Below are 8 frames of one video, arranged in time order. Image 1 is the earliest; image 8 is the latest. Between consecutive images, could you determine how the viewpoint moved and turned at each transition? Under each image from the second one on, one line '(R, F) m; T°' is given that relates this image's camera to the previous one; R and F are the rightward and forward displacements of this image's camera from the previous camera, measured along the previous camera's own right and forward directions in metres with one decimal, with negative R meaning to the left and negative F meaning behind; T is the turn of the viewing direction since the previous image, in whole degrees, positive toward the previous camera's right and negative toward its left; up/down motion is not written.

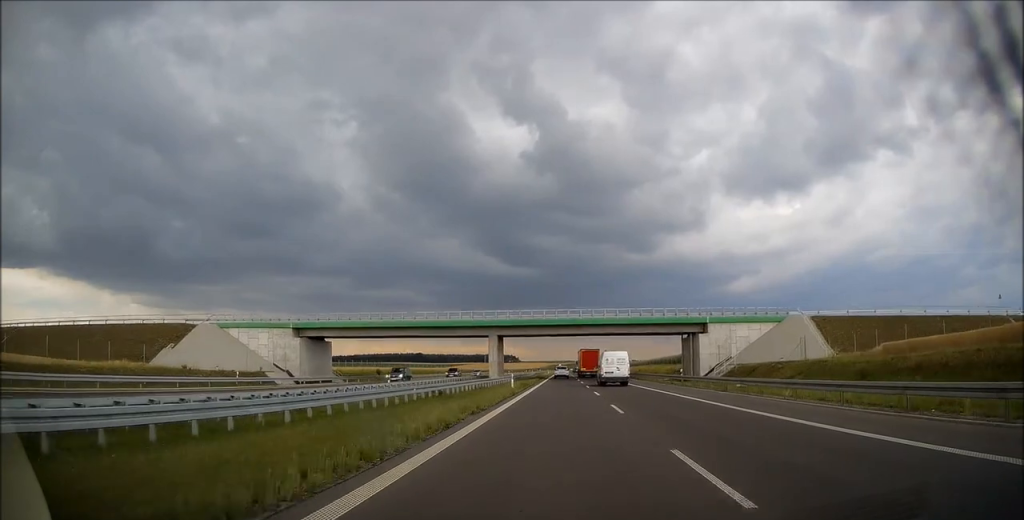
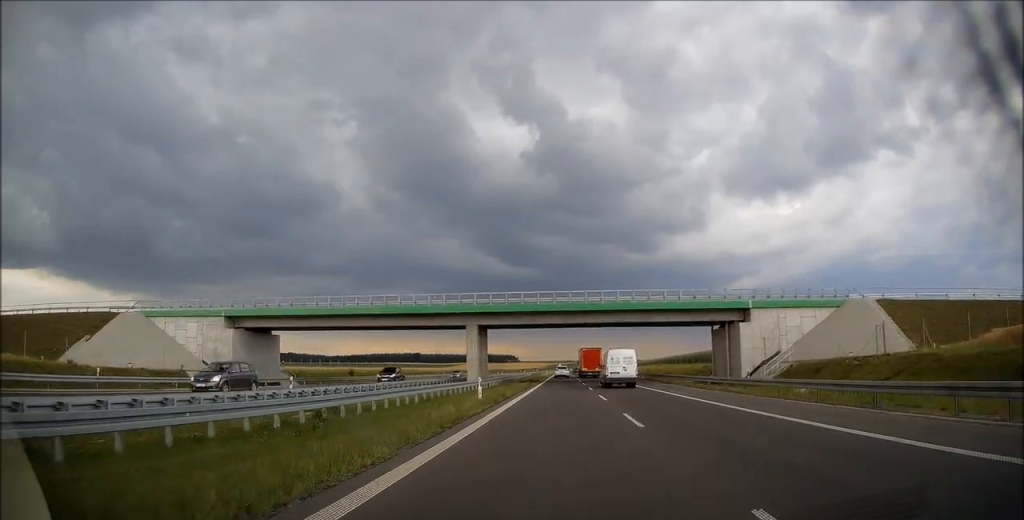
(0.0, +16.2) m; 0°
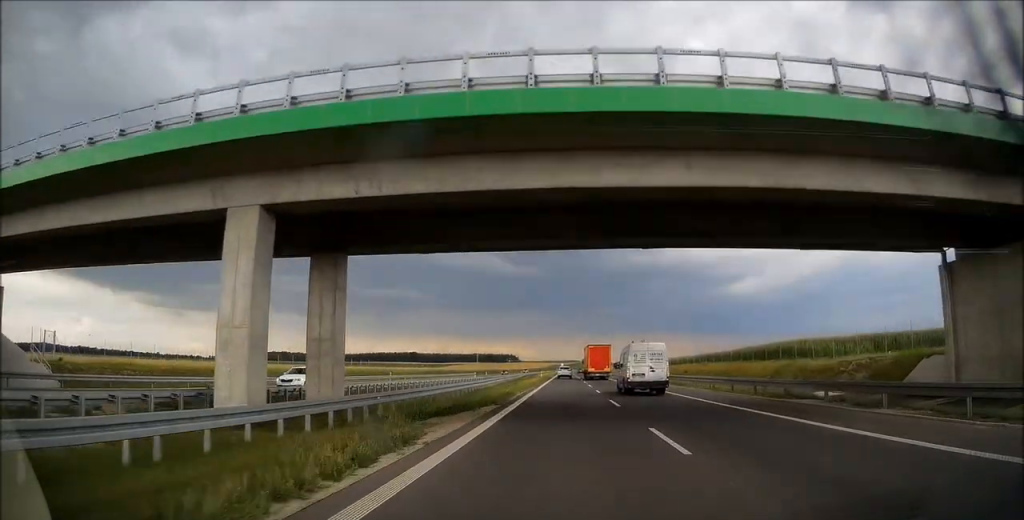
(0.0, +40.5) m; 0°
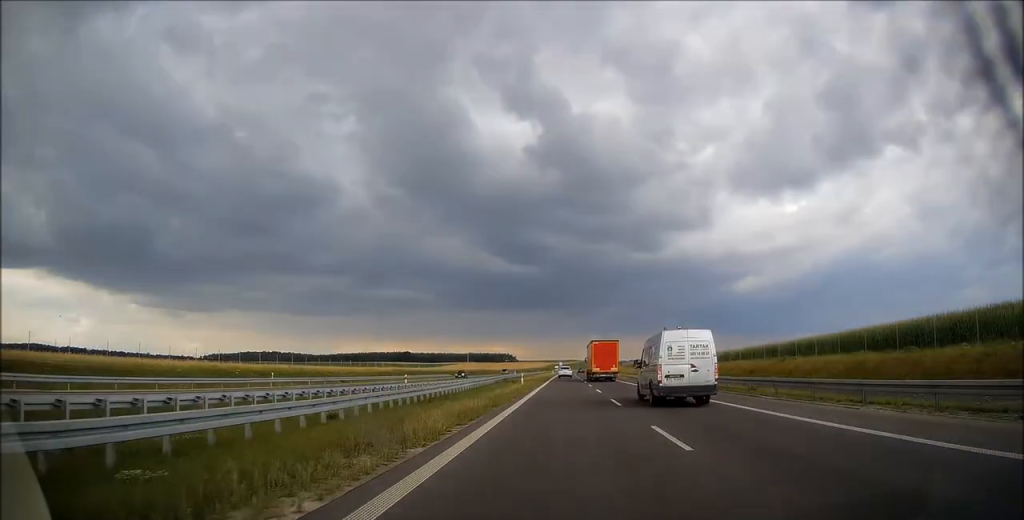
(+0.1, +35.9) m; 0°
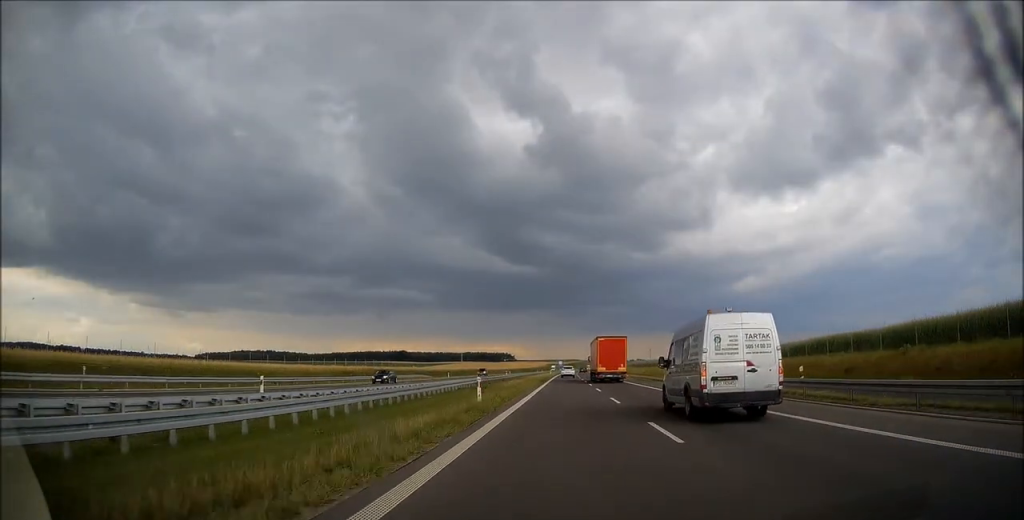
(+0.2, +23.2) m; 0°
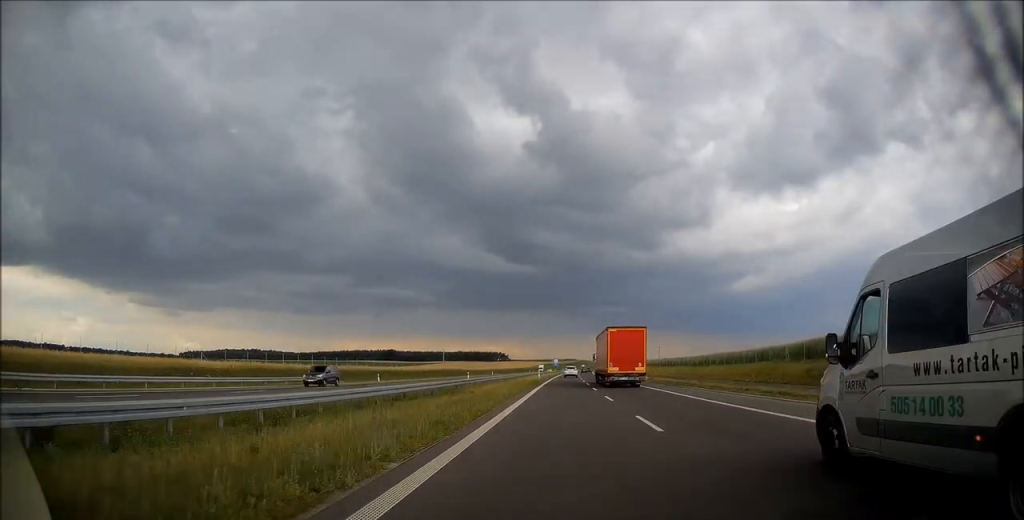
(-0.3, +46.2) m; 0°
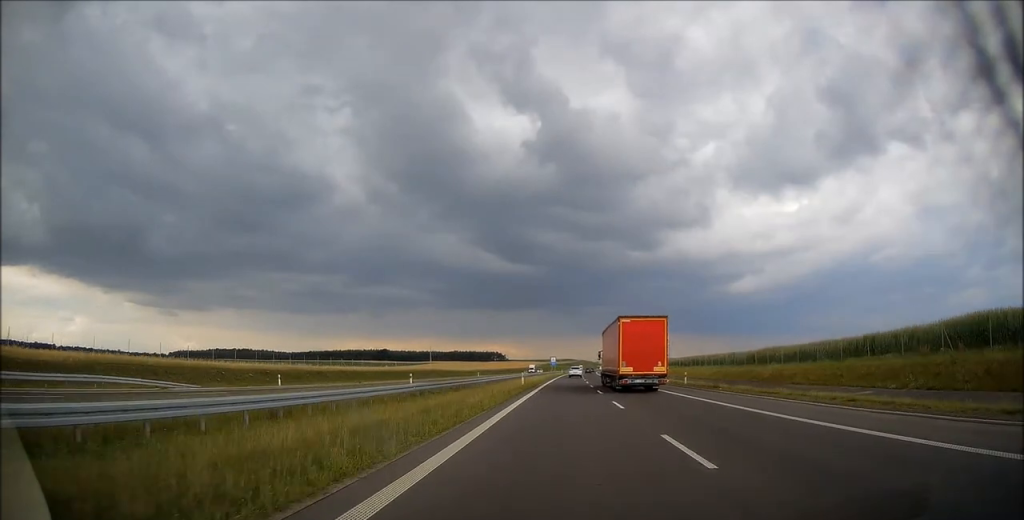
(+0.1, +28.8) m; 0°
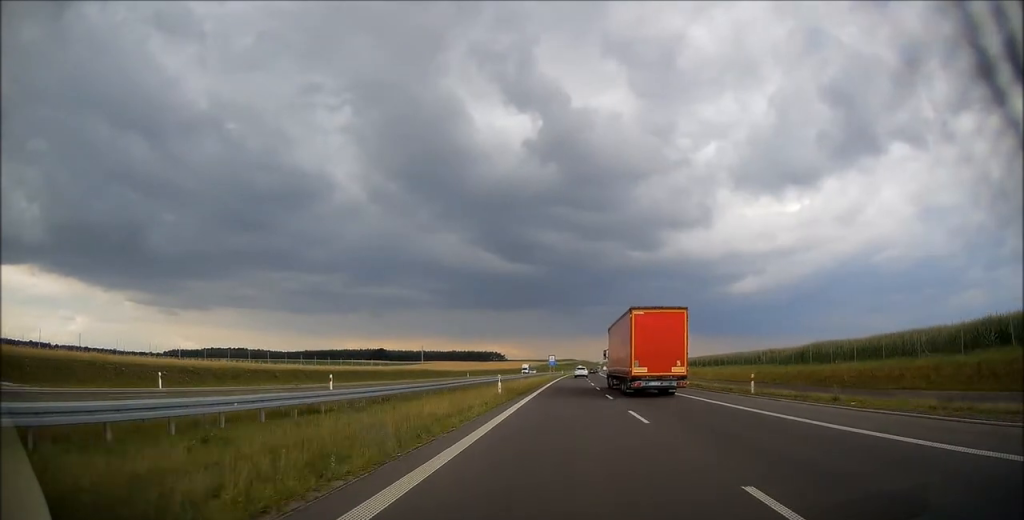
(0.0, +17.3) m; 0°
